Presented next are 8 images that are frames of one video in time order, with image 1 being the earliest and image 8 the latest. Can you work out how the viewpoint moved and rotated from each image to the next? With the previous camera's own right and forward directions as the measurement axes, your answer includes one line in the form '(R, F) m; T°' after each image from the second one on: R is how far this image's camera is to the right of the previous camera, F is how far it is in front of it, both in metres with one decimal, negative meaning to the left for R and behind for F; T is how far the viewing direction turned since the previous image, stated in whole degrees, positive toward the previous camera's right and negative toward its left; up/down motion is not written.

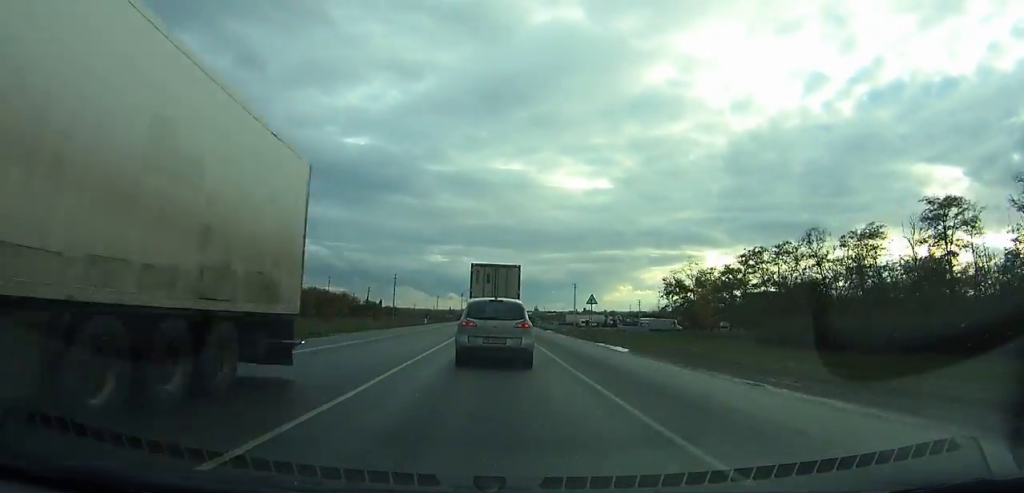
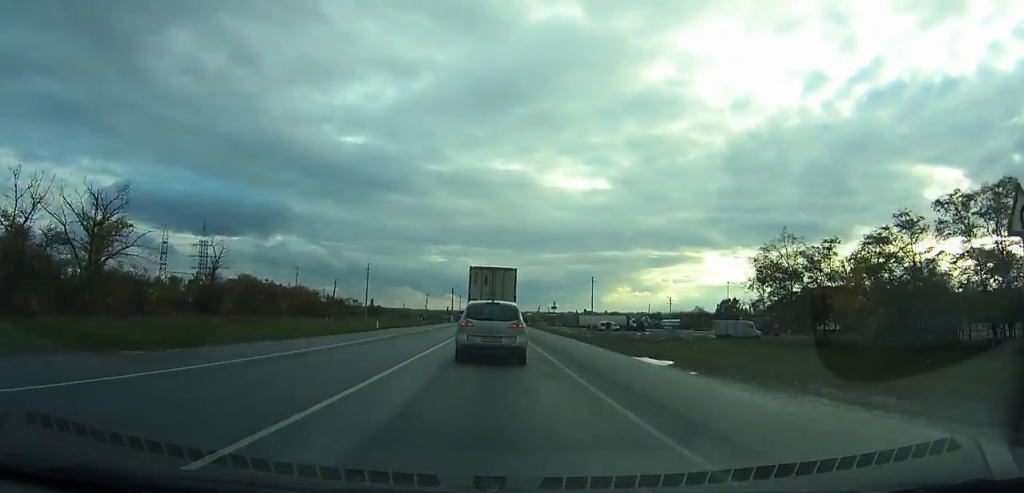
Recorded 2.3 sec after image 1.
(+0.1, +34.2) m; 0°
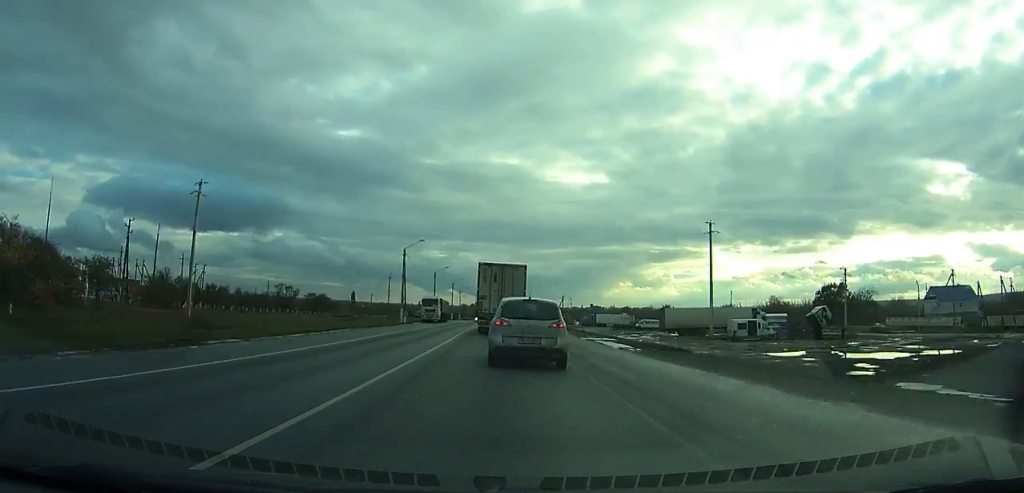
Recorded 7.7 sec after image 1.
(-0.1, +82.6) m; 0°
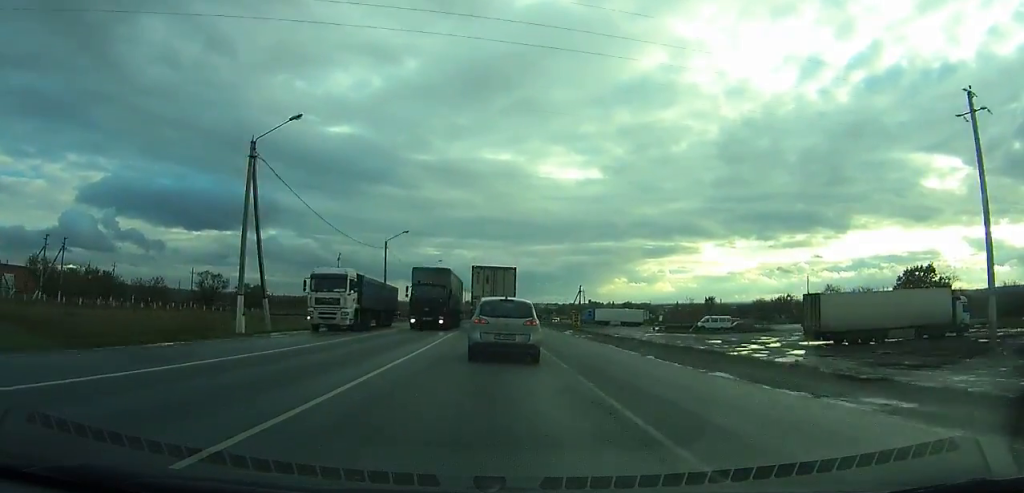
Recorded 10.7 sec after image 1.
(+0.1, +45.9) m; 0°
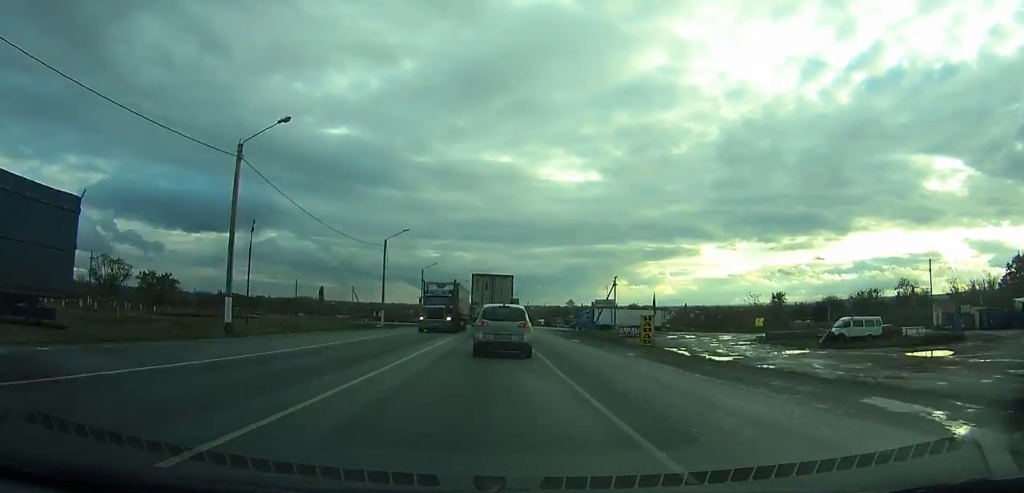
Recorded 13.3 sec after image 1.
(+0.2, +39.7) m; 0°
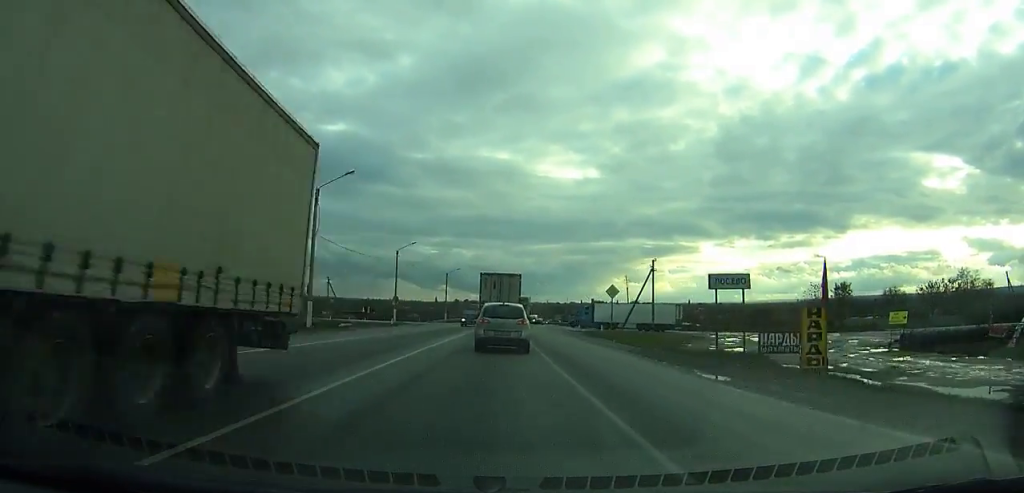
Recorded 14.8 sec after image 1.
(-0.2, +23.1) m; 0°
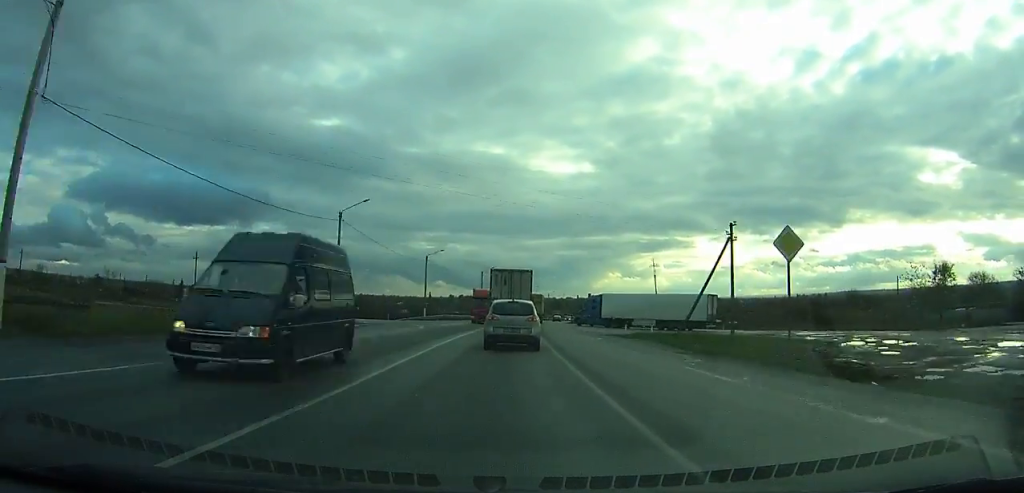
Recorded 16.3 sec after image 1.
(+0.1, +23.4) m; +1°
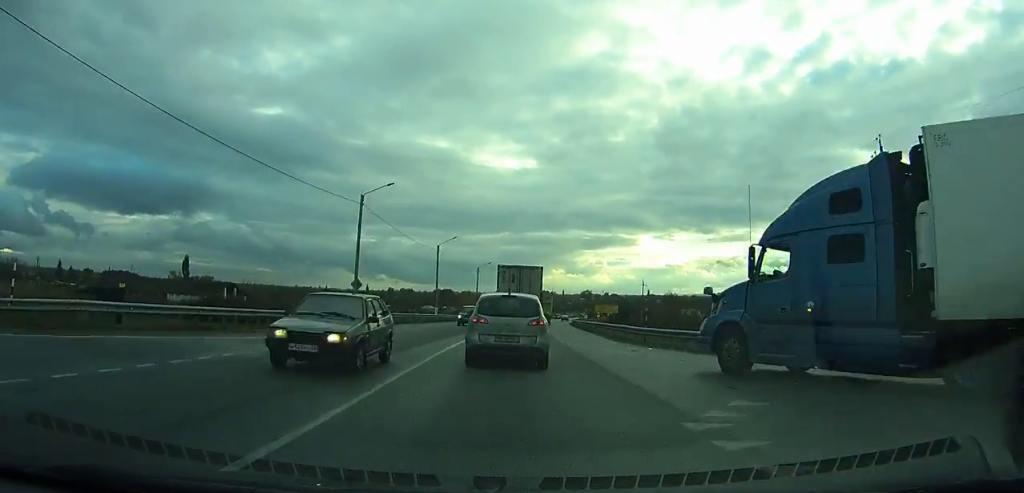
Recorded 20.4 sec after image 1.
(+2.1, +66.0) m; +5°
